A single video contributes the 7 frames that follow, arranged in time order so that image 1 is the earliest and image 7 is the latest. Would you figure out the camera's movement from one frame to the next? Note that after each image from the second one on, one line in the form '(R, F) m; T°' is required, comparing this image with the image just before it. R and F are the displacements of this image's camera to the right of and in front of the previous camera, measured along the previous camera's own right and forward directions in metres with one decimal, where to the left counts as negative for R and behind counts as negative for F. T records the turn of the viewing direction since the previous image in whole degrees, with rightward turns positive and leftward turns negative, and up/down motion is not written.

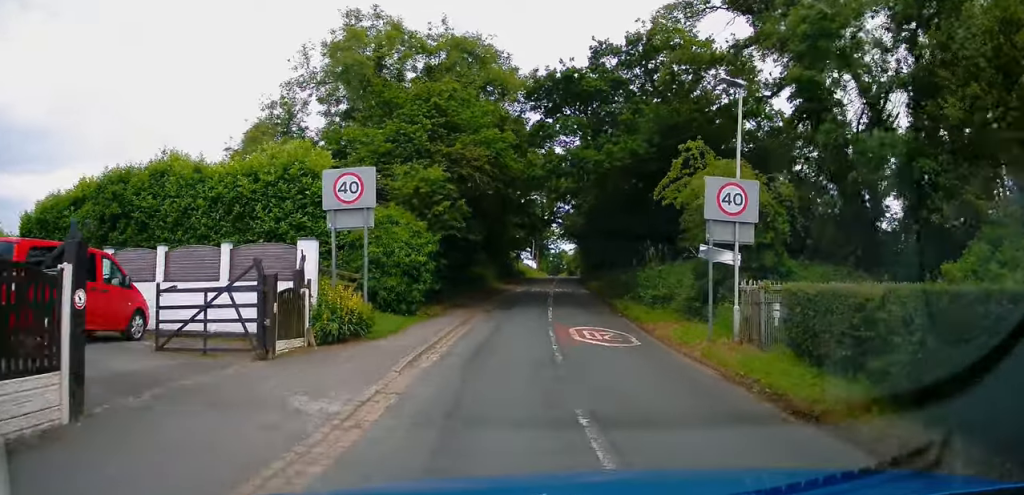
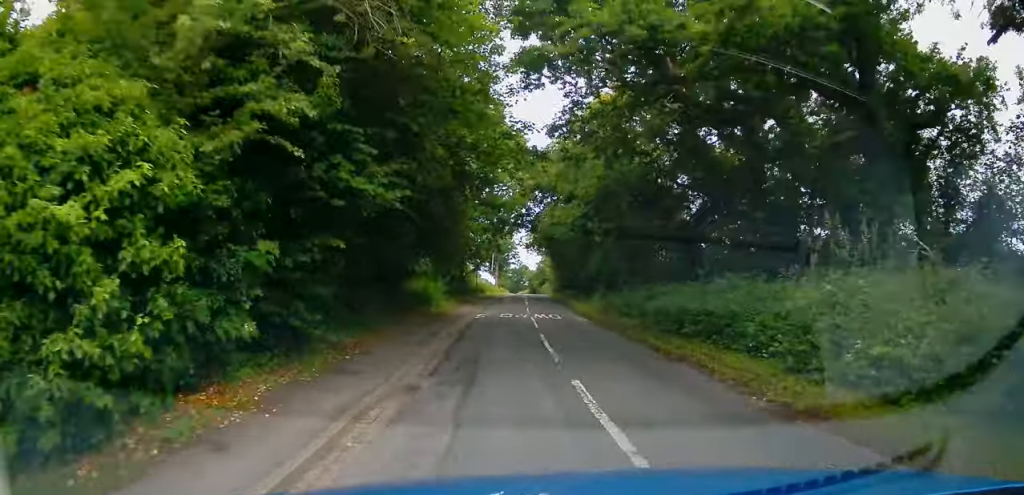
(+0.4, +14.5) m; +5°
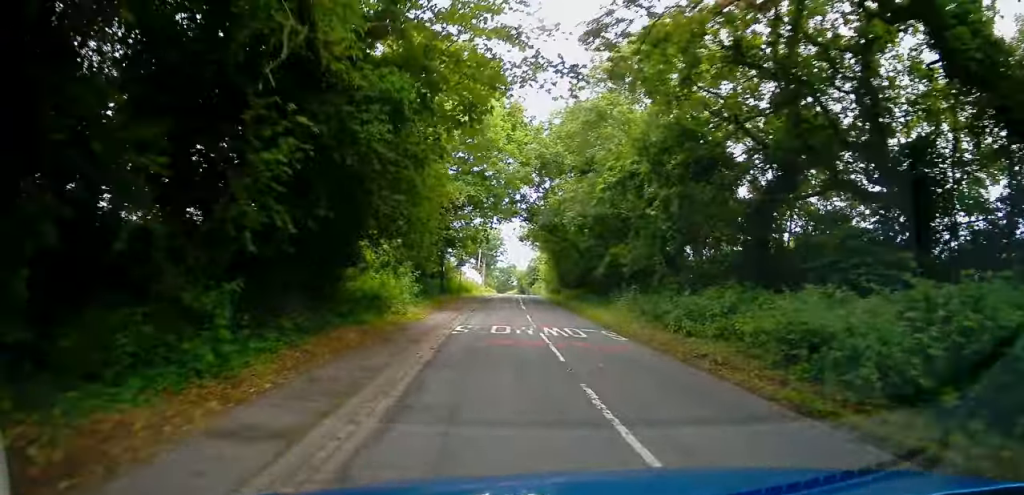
(+0.4, +9.2) m; +2°
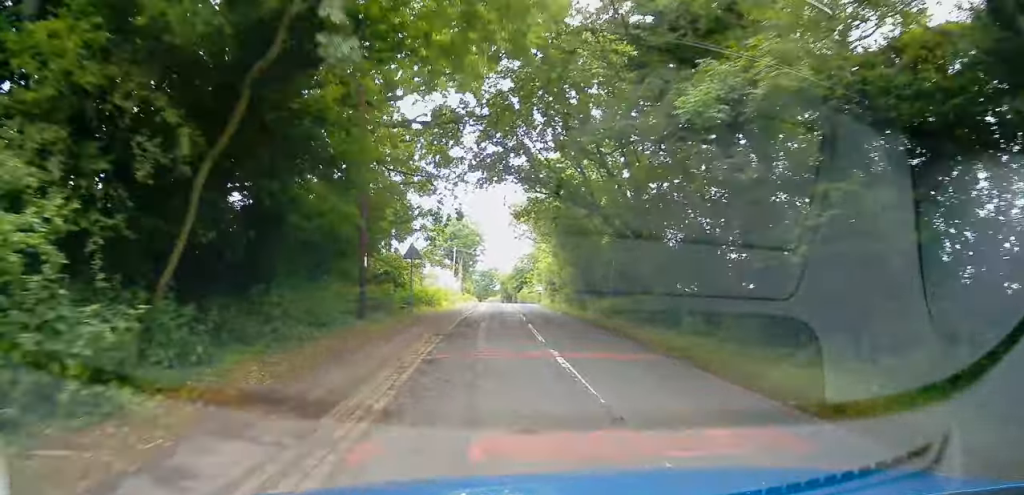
(-0.1, +20.6) m; -1°
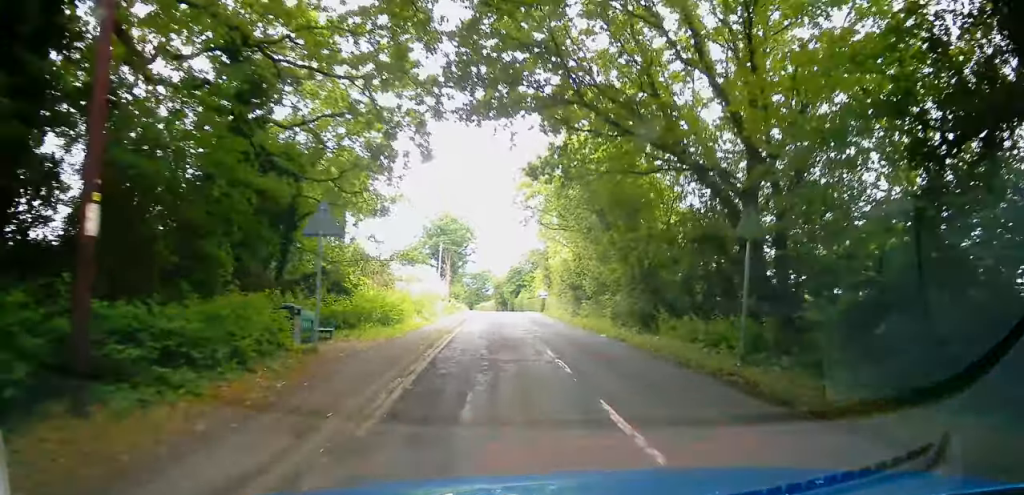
(+0.1, +13.2) m; +1°
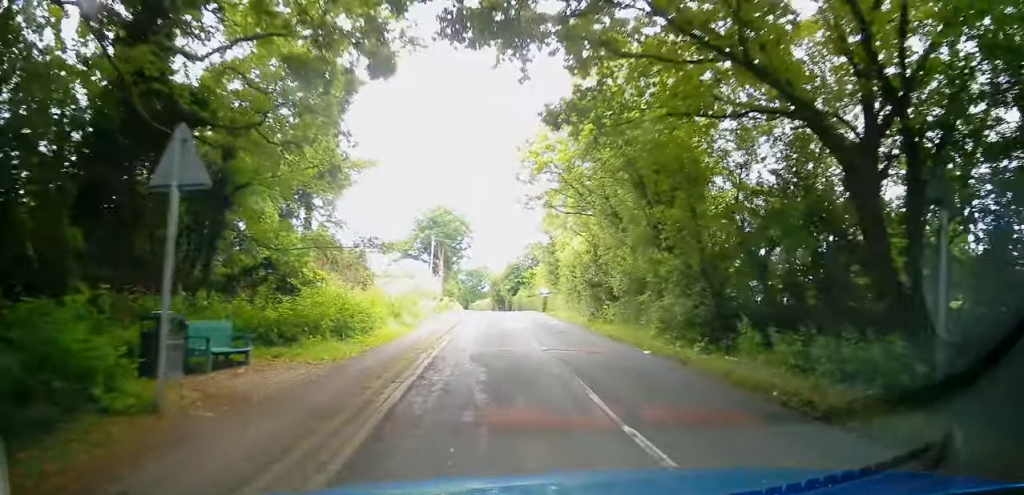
(+0.1, +5.7) m; +1°
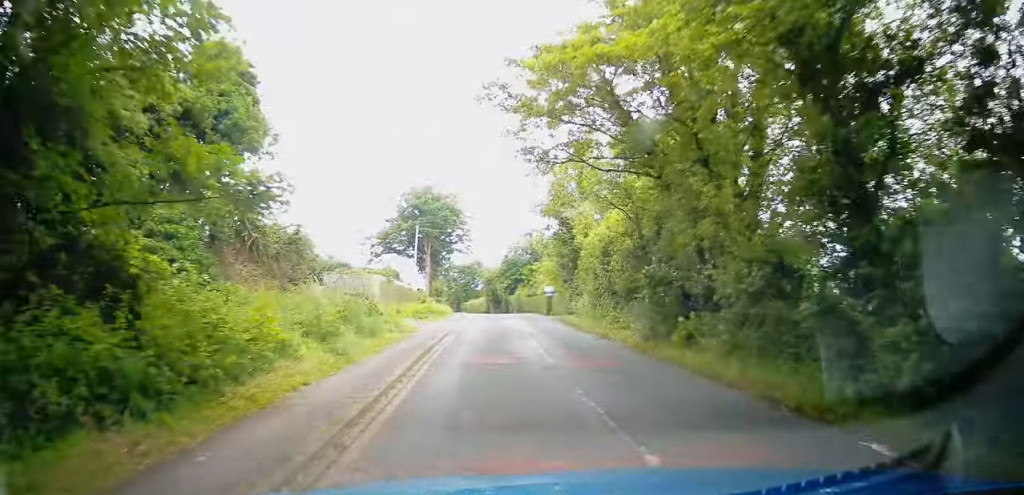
(0.0, +8.9) m; 0°
